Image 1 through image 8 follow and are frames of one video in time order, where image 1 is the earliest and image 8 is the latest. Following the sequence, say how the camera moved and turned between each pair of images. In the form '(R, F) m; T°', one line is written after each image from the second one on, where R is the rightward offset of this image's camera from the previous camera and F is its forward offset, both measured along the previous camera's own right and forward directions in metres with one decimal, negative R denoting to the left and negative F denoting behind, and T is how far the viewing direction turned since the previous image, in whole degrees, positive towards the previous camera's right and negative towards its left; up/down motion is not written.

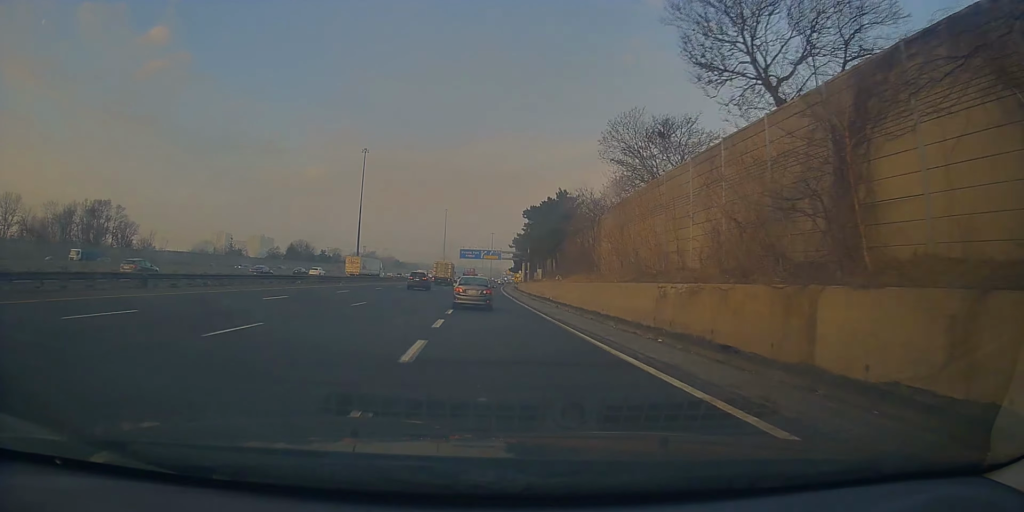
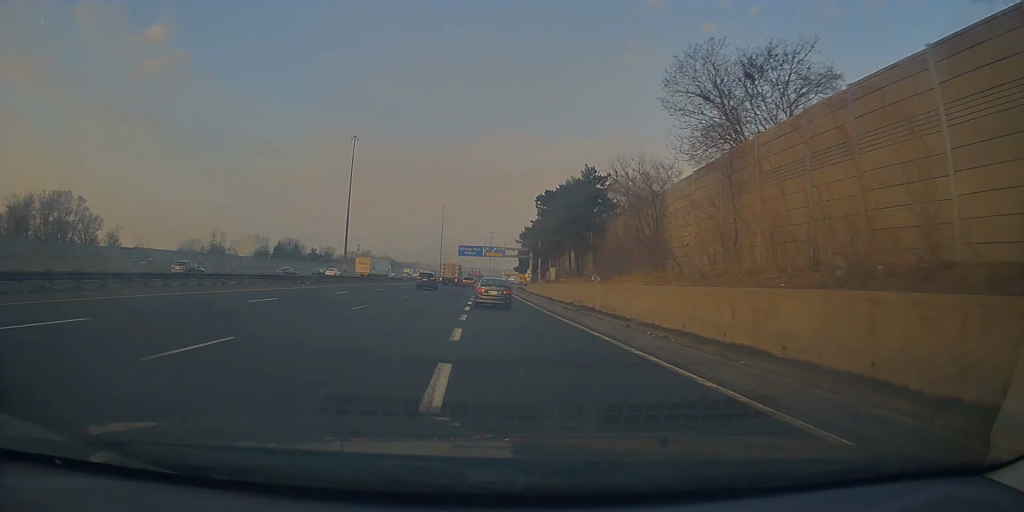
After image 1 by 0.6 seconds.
(-0.5, +14.7) m; 0°
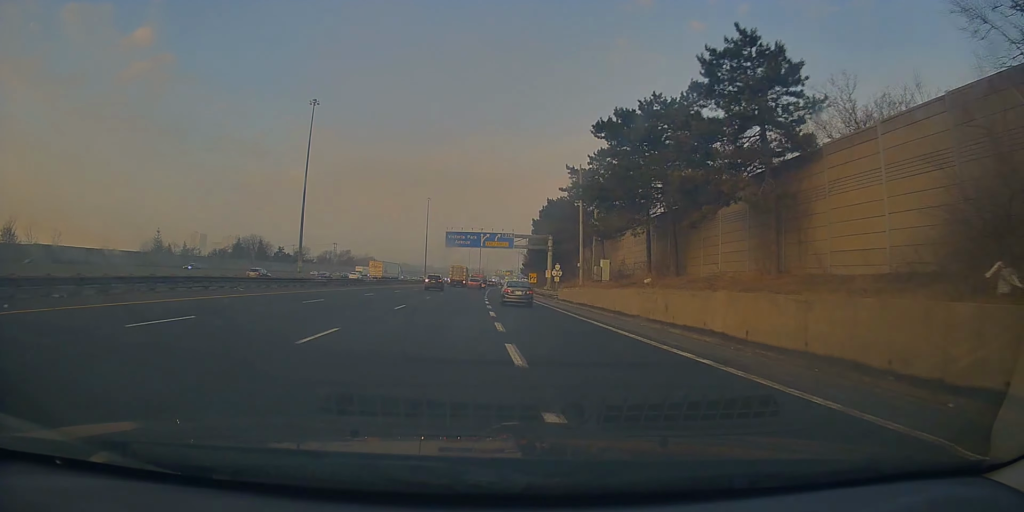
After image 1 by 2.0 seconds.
(+1.5, +32.7) m; +2°
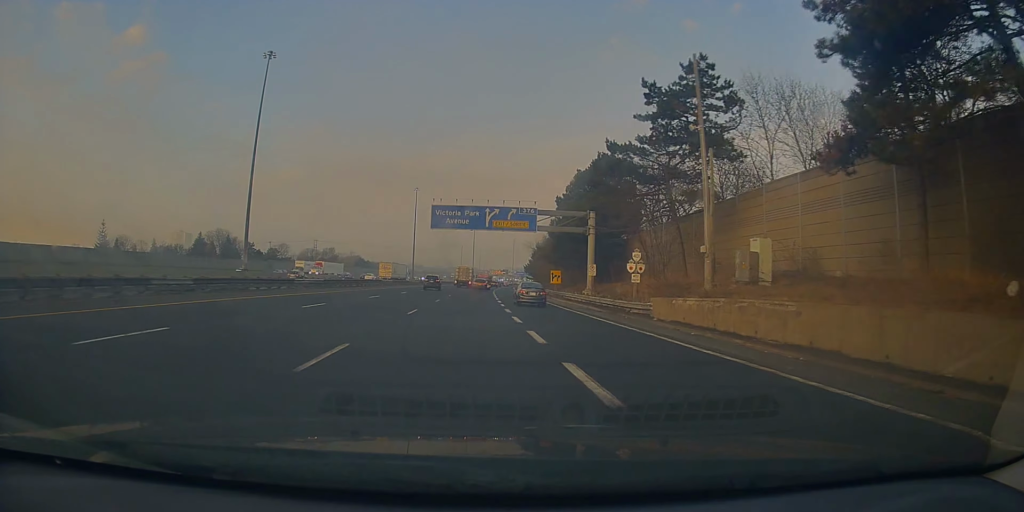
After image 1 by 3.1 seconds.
(-0.2, +26.5) m; 0°
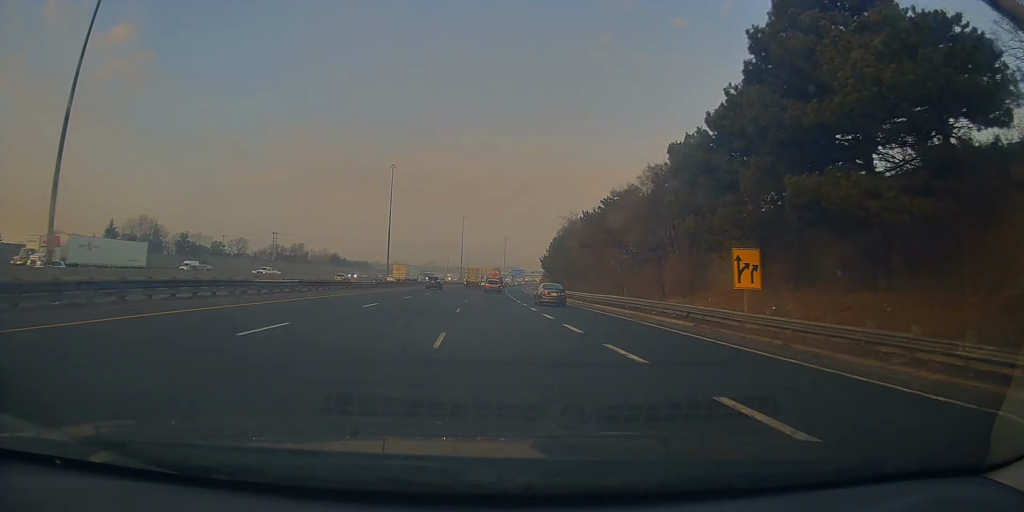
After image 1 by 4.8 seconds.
(+0.5, +44.8) m; +1°
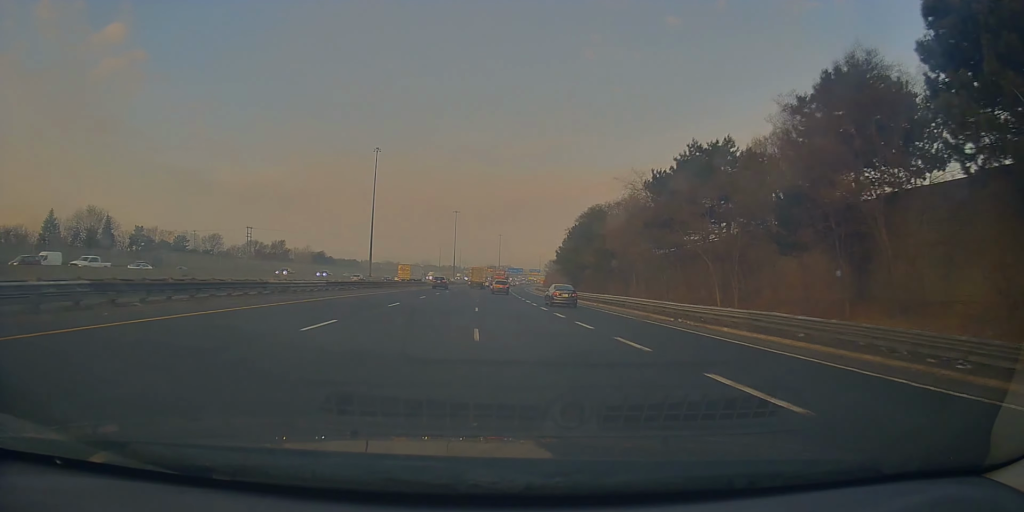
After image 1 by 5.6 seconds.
(-0.2, +22.4) m; +1°
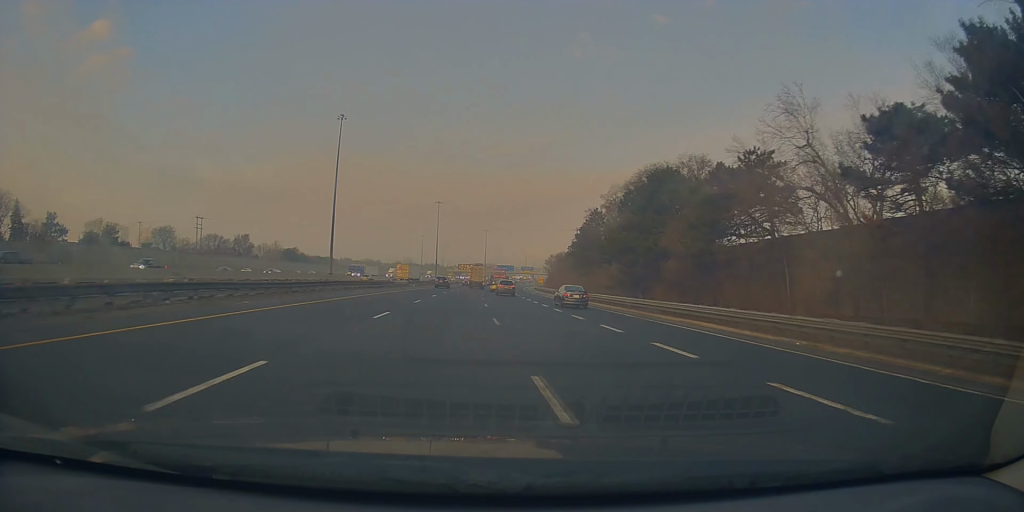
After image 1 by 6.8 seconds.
(+1.0, +31.6) m; +3°
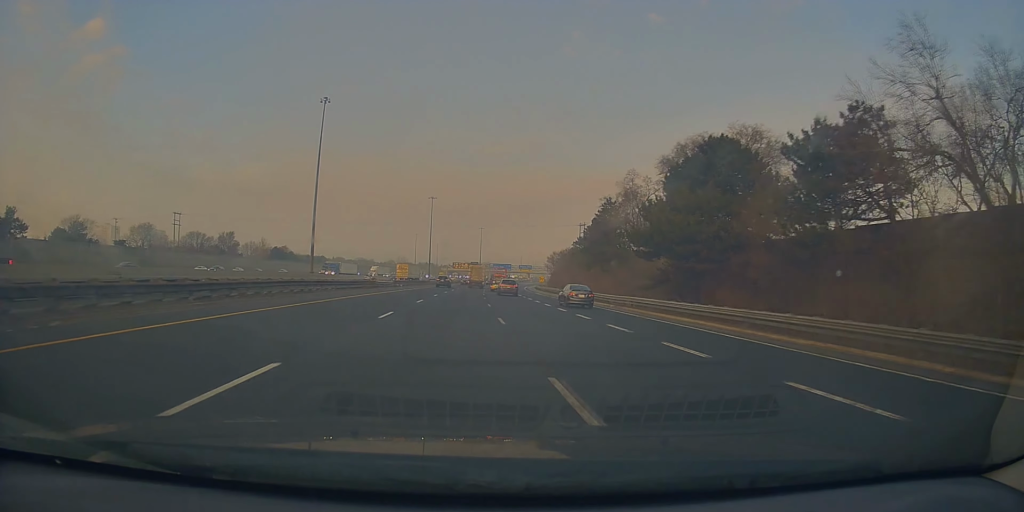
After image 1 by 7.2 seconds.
(+0.1, +12.3) m; +1°
